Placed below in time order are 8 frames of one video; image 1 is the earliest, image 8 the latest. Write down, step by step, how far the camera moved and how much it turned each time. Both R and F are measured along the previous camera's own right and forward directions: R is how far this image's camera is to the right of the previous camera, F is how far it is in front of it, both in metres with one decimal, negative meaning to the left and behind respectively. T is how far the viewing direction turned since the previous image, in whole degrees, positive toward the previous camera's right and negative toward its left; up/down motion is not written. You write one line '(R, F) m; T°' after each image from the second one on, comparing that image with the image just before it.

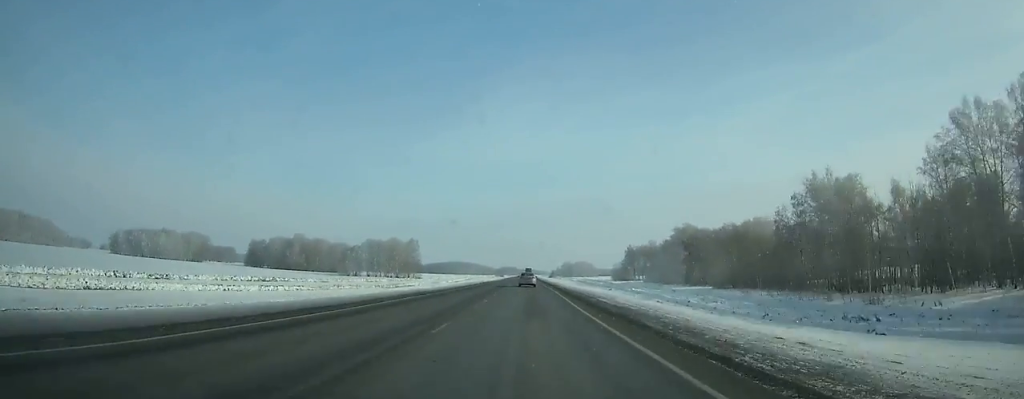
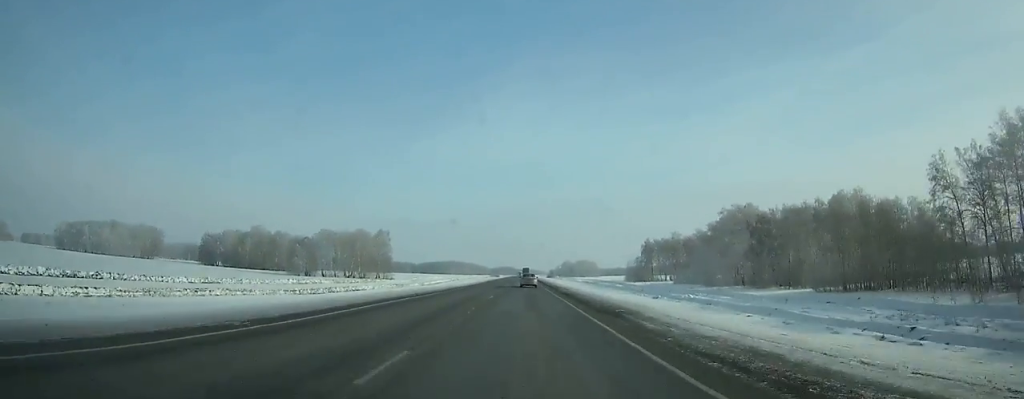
(+0.1, +52.5) m; 0°
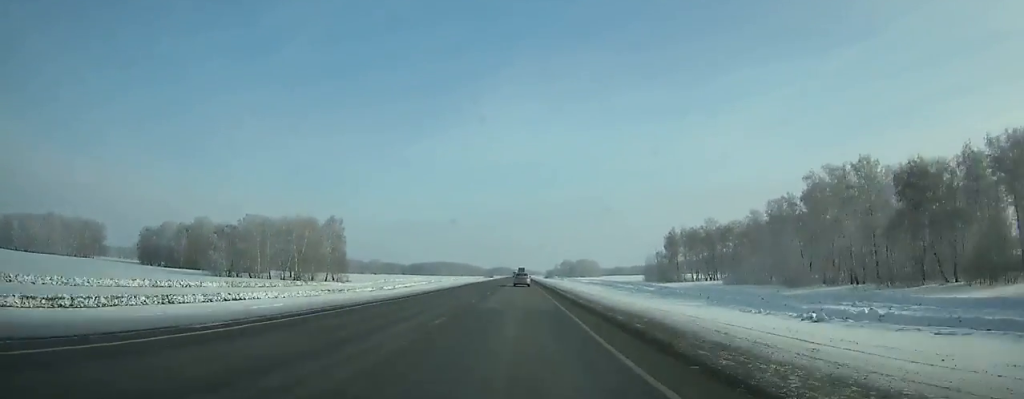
(0.0, +51.3) m; 0°
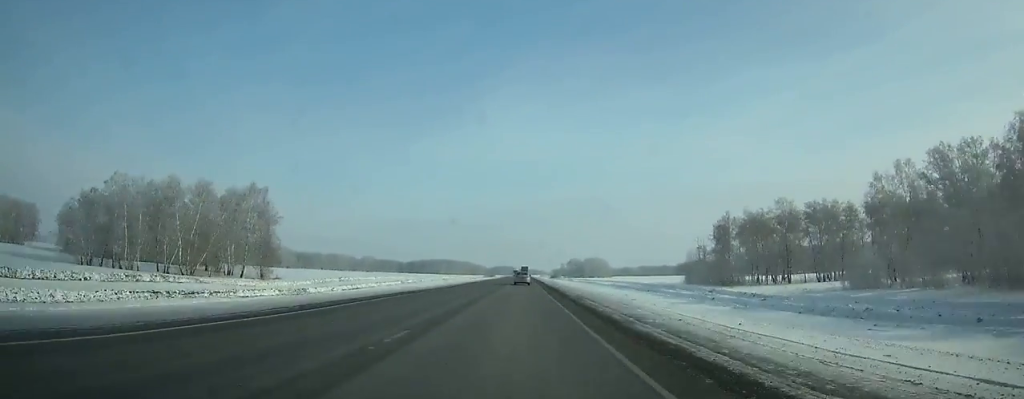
(-0.1, +53.5) m; 0°
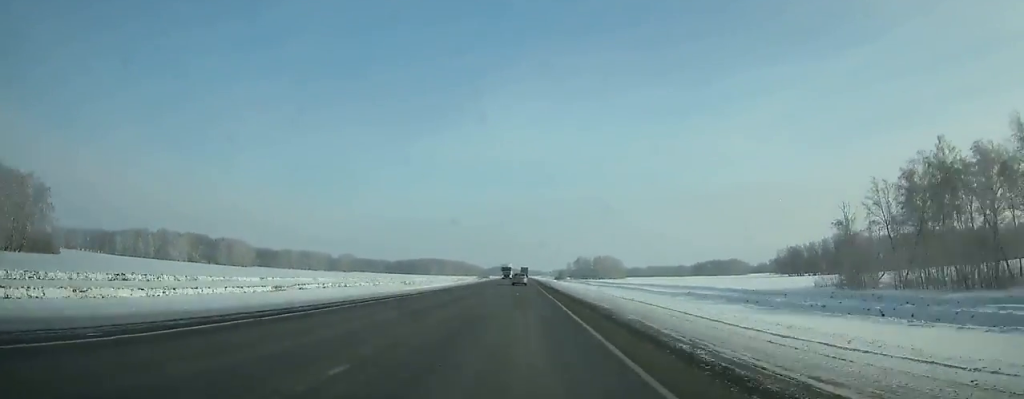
(-0.1, +87.1) m; 0°
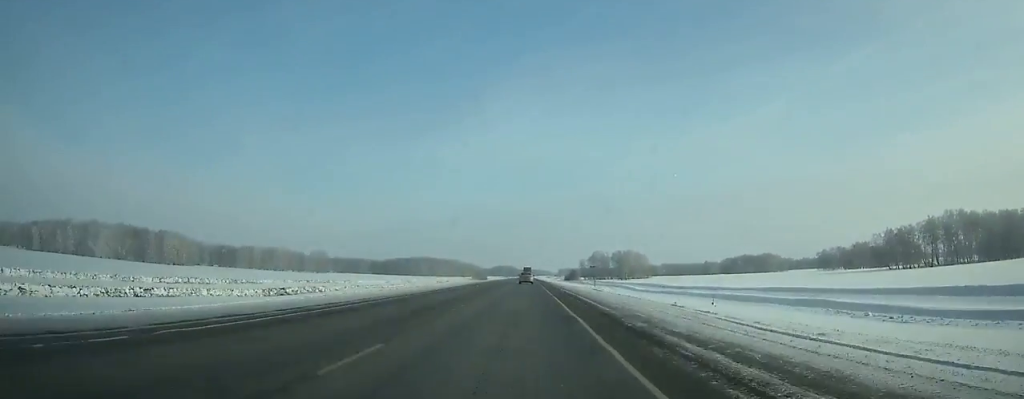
(-0.1, +93.8) m; 0°
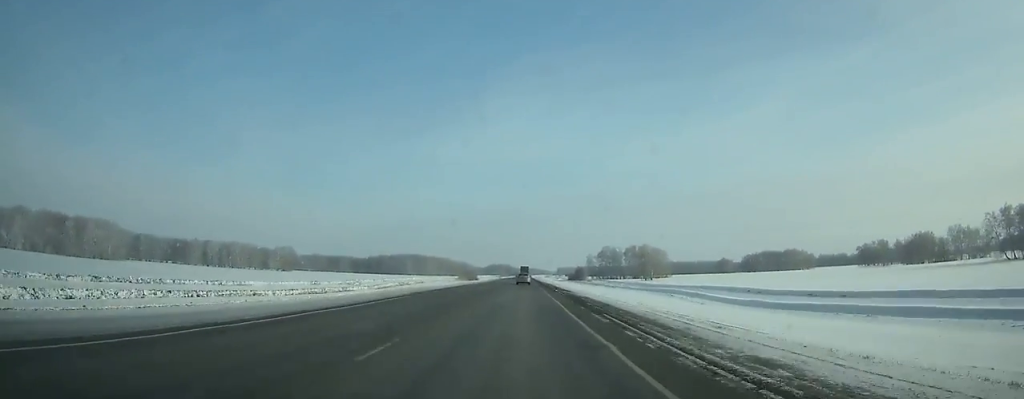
(0.0, +69.8) m; 0°
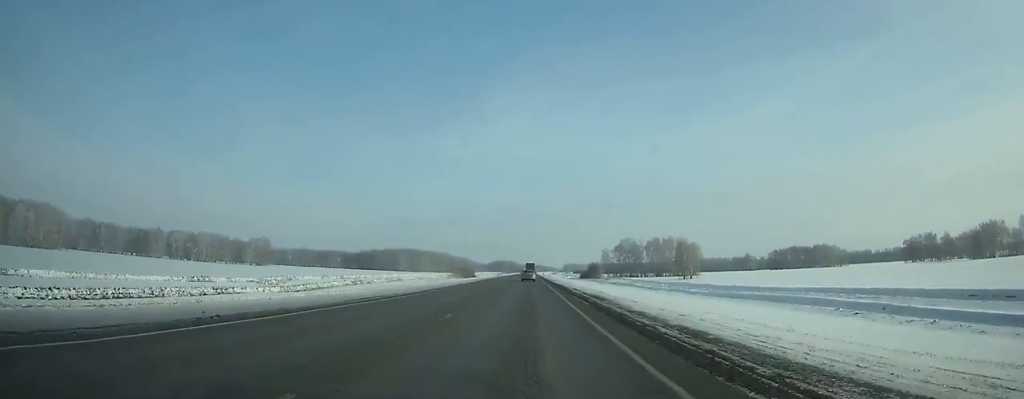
(0.0, +54.0) m; 0°
